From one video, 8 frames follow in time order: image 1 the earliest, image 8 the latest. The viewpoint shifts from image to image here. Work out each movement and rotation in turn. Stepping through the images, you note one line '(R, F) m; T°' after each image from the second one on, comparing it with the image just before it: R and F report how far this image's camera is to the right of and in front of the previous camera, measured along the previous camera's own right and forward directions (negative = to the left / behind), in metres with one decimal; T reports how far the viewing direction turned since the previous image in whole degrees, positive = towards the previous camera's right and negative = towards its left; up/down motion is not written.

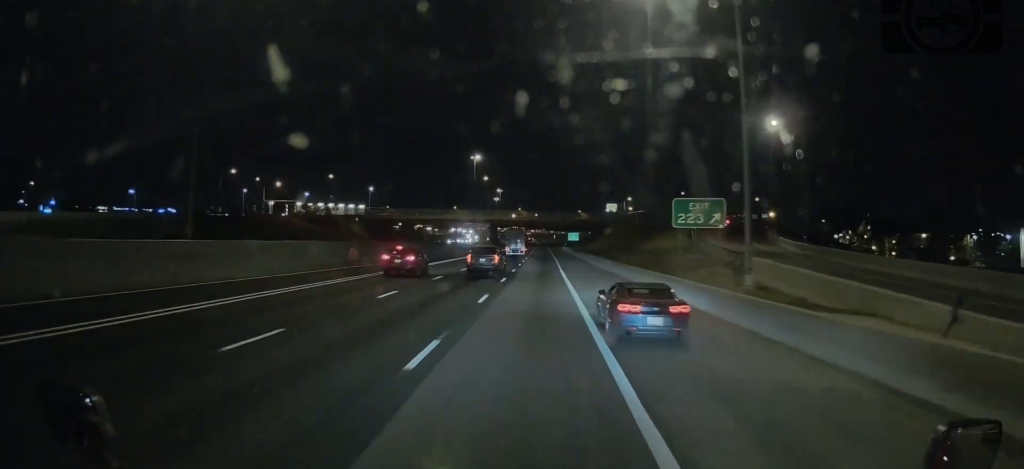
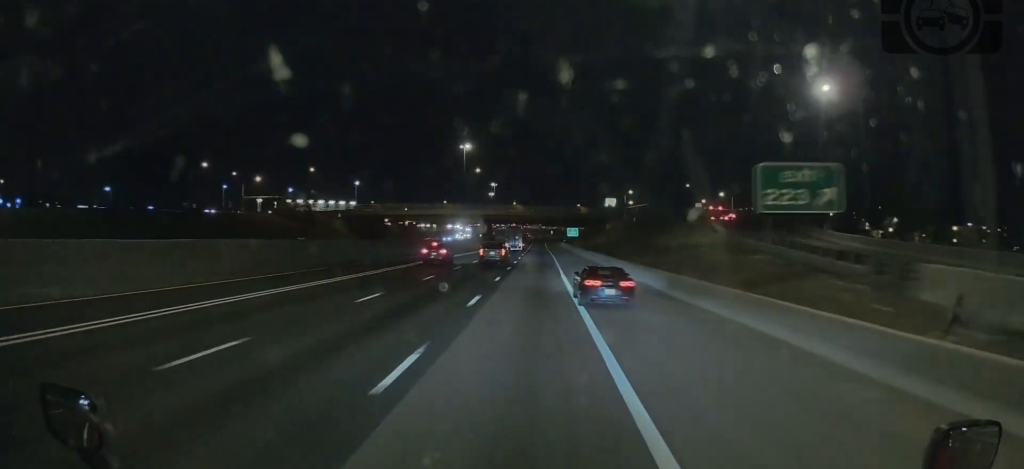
(+0.6, +15.4) m; +1°
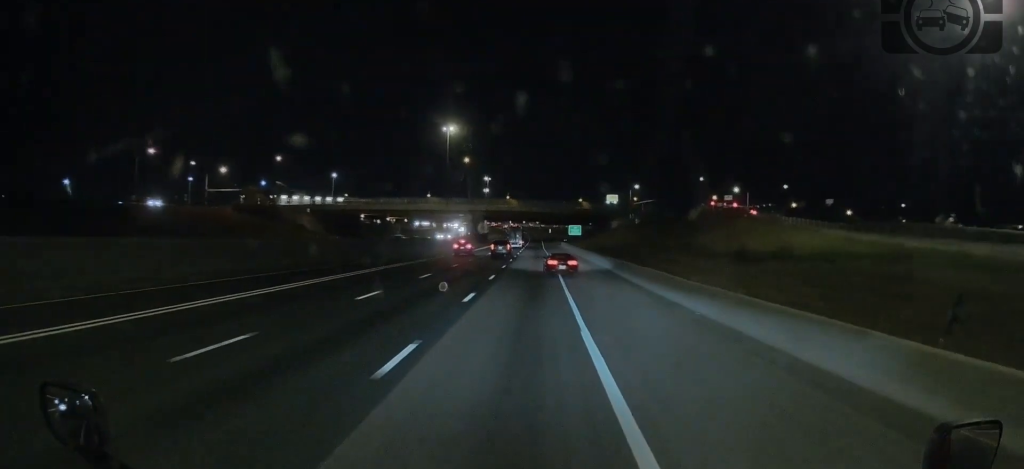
(-0.3, +23.2) m; -1°
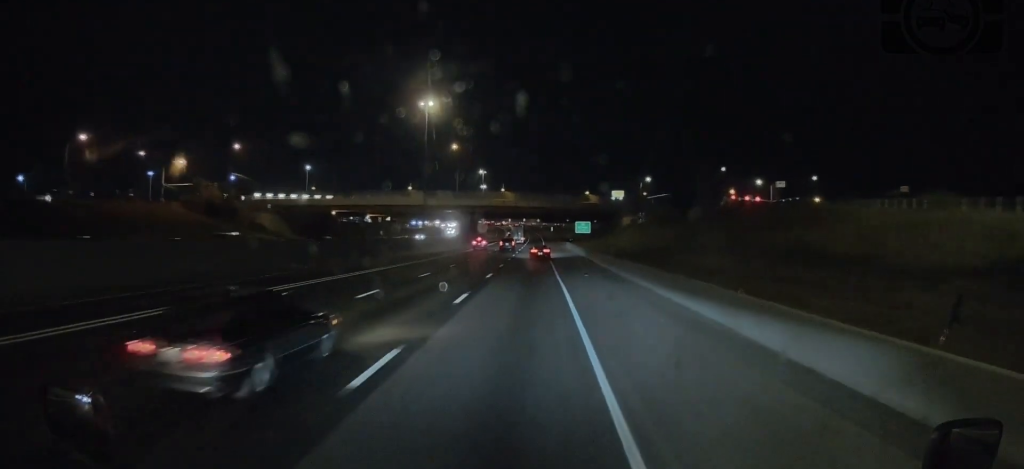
(0.0, +24.0) m; 0°
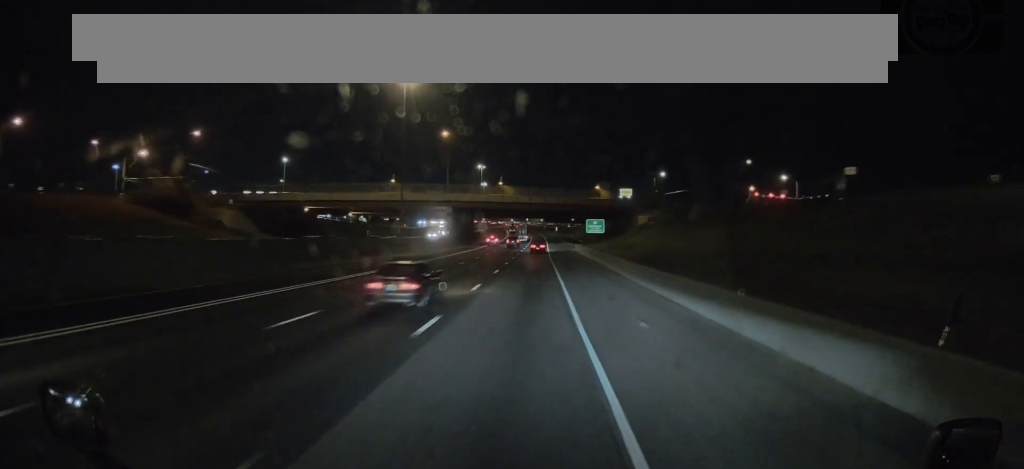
(+0.1, +19.9) m; -1°
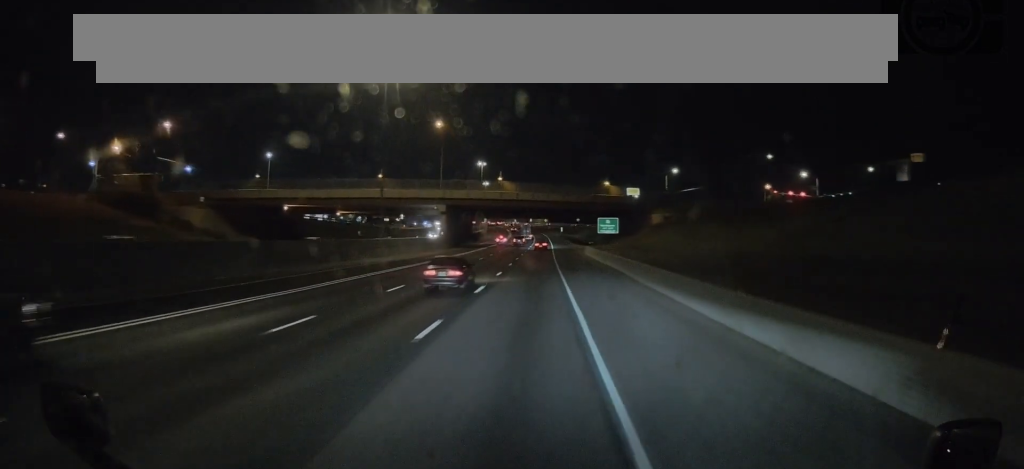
(0.0, +12.4) m; -2°
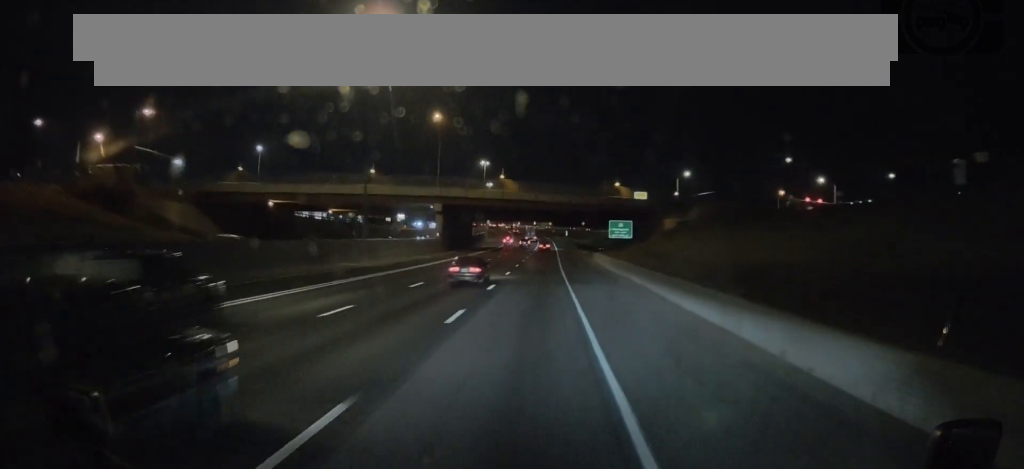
(-0.4, +8.8) m; 0°
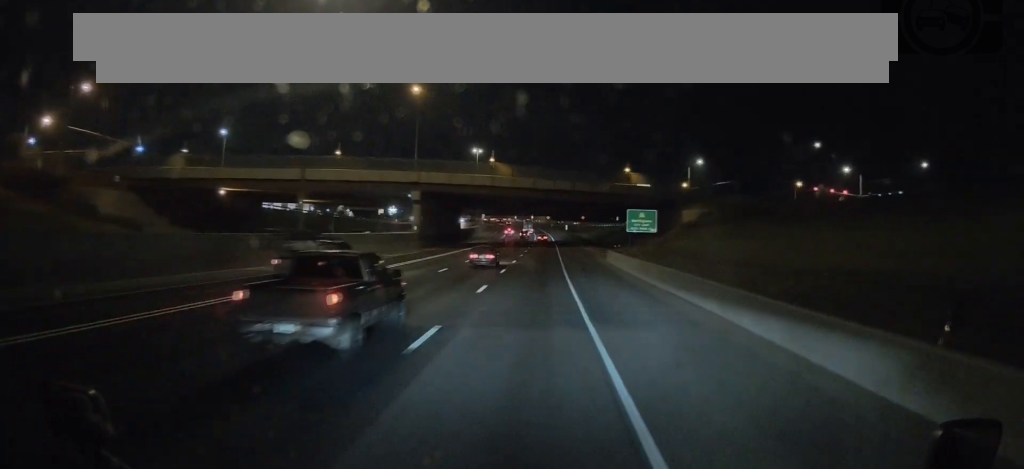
(+0.4, +16.1) m; +2°
